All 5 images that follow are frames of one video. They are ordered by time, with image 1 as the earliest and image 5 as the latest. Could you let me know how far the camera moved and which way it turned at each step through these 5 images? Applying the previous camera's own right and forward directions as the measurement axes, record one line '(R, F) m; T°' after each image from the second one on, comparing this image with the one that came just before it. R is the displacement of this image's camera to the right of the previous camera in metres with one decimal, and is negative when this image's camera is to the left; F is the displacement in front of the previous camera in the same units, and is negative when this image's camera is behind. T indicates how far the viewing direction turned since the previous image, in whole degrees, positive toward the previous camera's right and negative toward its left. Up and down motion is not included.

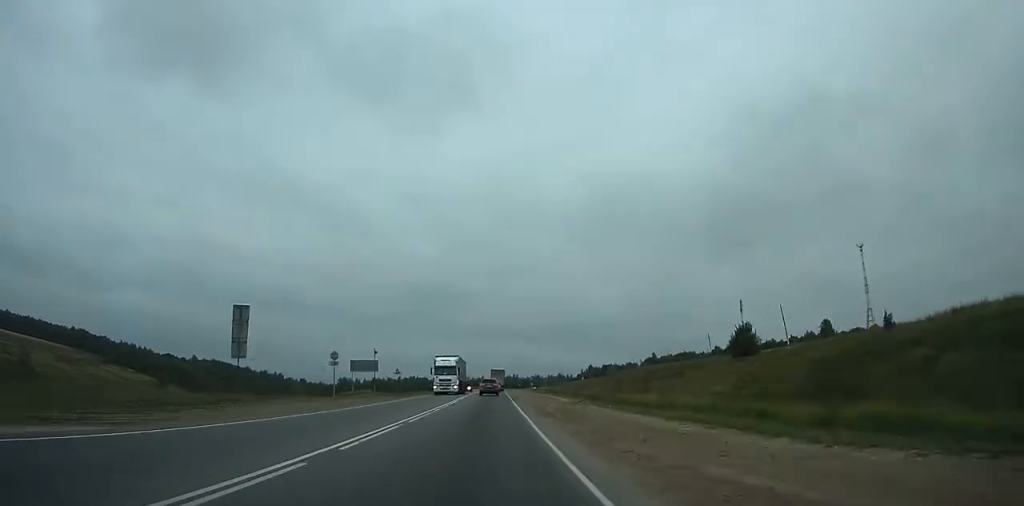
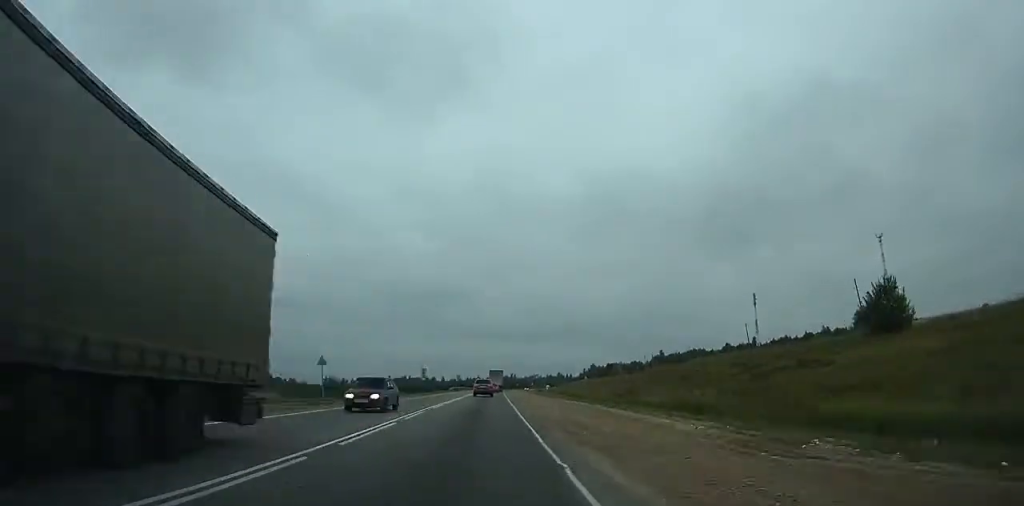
(+0.1, +31.1) m; 0°
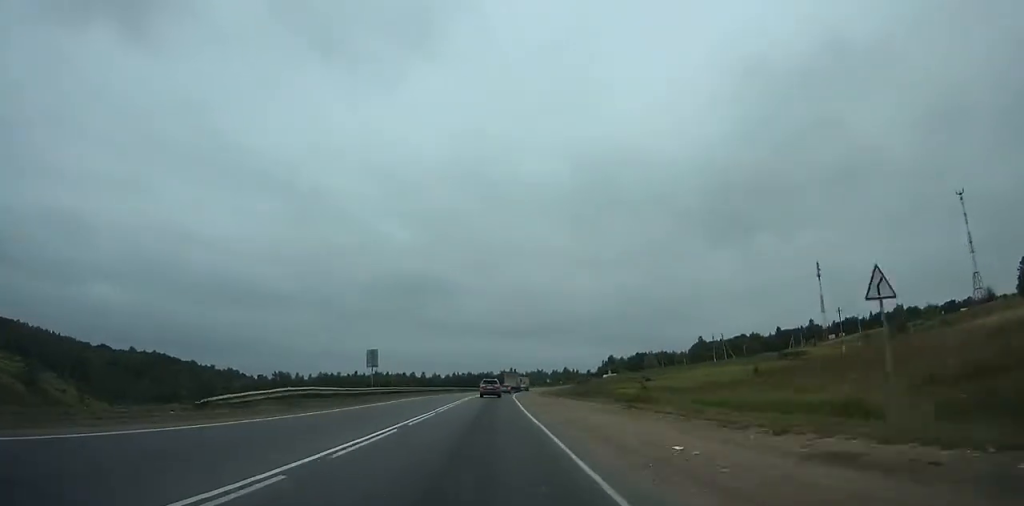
(+0.1, +96.5) m; +1°
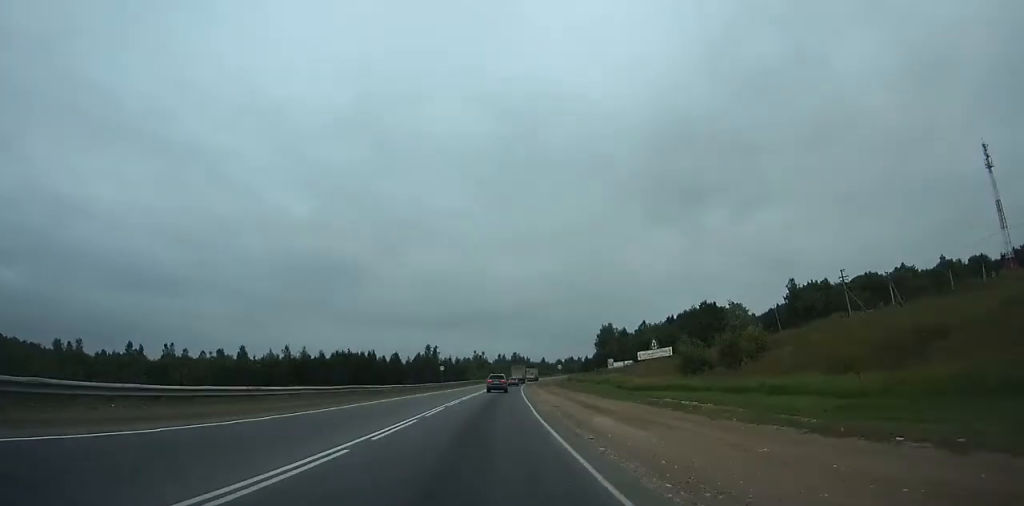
(+8.3, +176.6) m; +6°
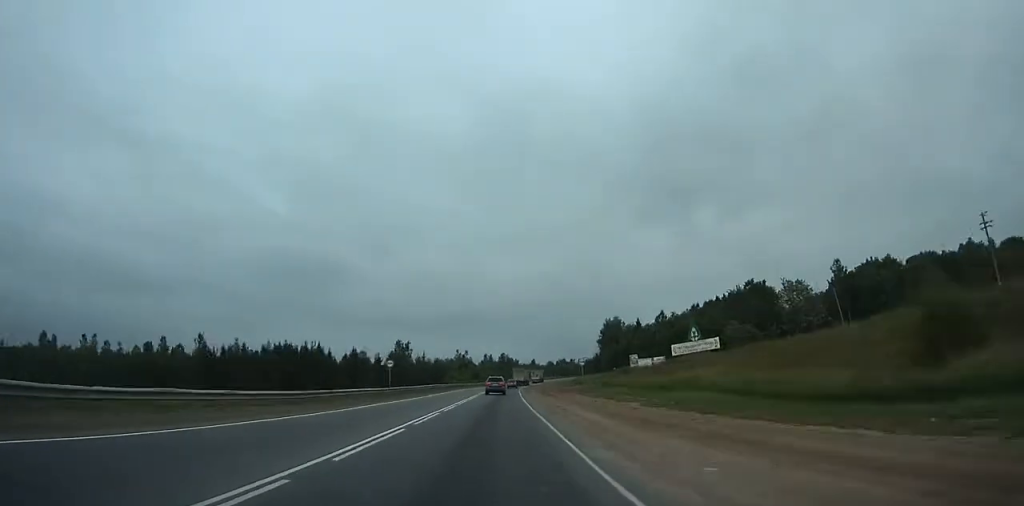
(+0.4, +34.6) m; +1°
